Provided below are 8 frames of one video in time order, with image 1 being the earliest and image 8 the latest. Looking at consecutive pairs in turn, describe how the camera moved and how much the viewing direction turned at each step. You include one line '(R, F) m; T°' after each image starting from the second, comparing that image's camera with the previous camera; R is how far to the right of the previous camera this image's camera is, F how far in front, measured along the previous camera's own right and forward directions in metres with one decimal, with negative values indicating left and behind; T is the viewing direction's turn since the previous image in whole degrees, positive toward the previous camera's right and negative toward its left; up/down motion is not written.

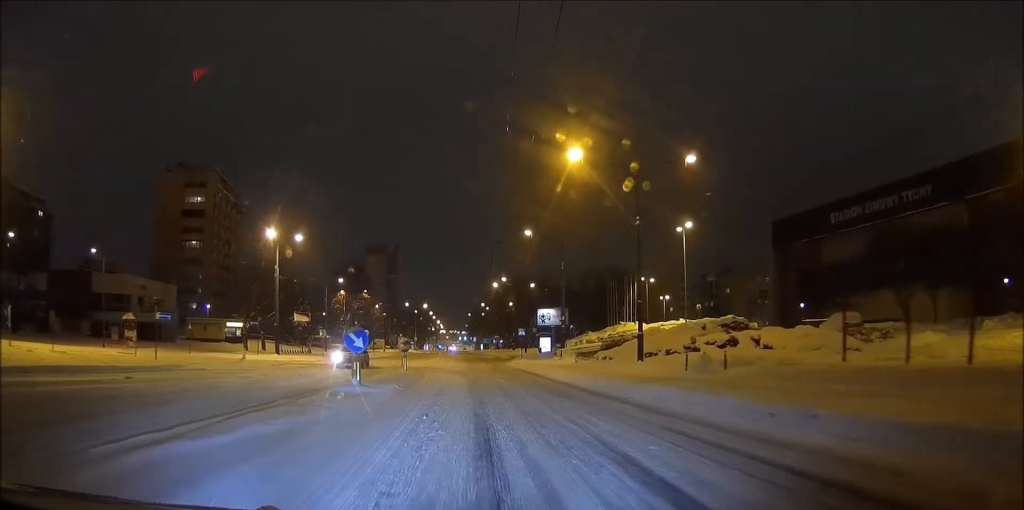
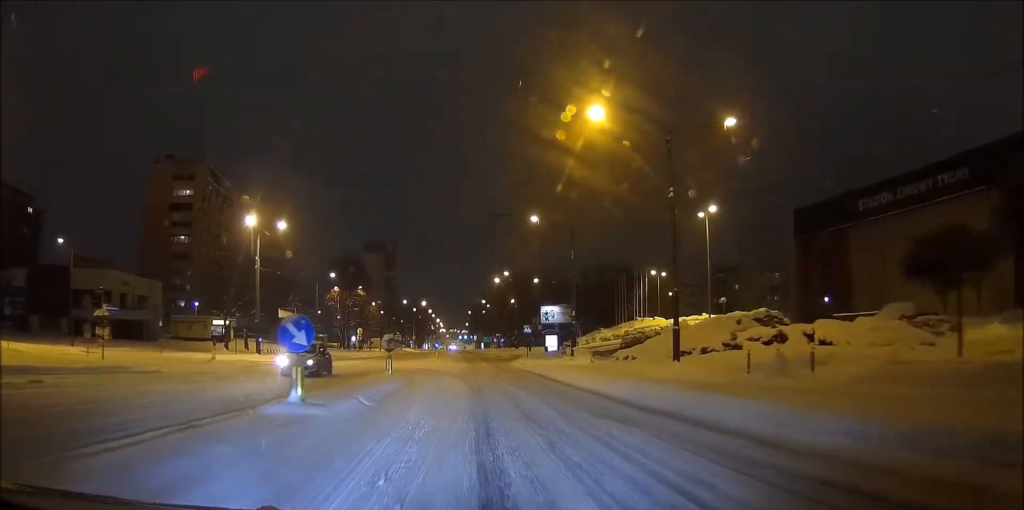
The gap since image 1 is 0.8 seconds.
(+0.1, +6.8) m; +1°
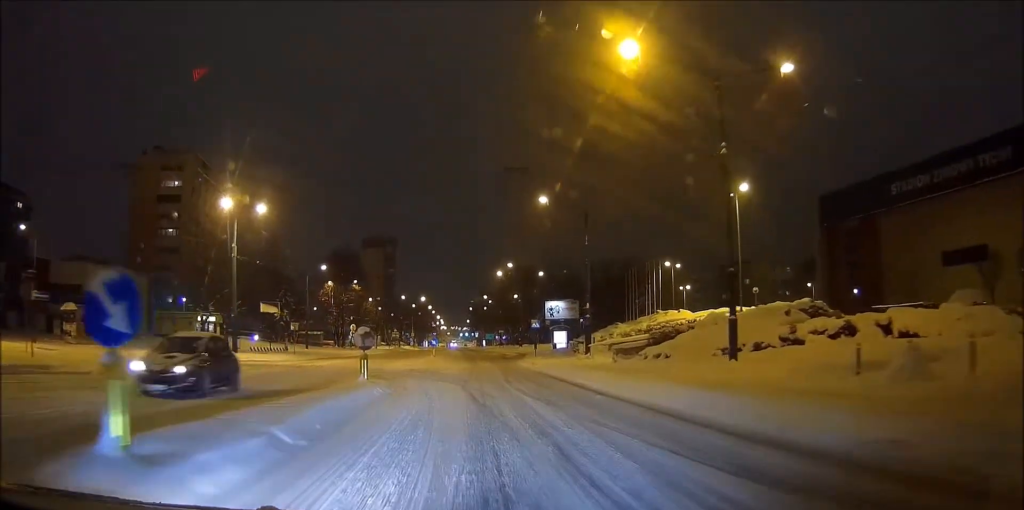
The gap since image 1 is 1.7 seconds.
(0.0, +7.1) m; 0°
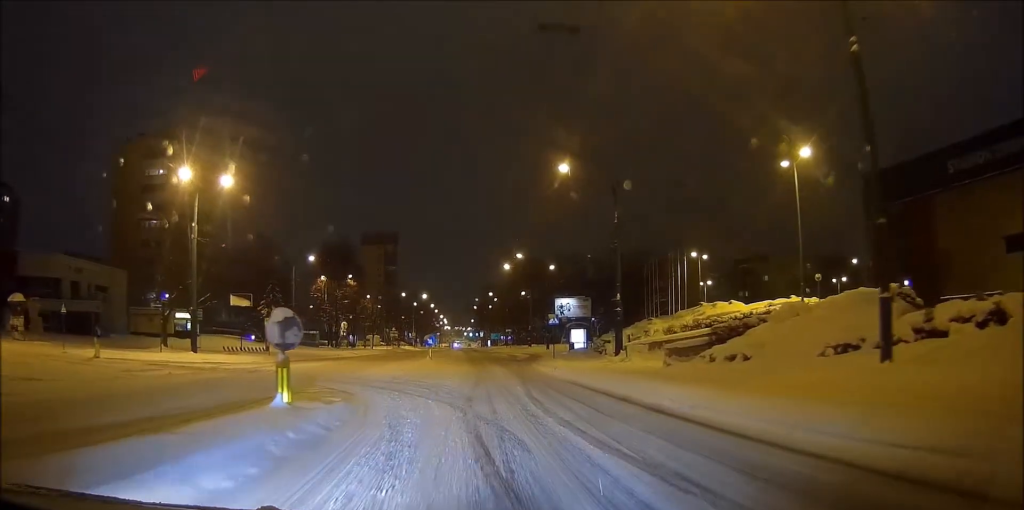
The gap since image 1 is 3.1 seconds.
(+0.2, +9.0) m; +2°
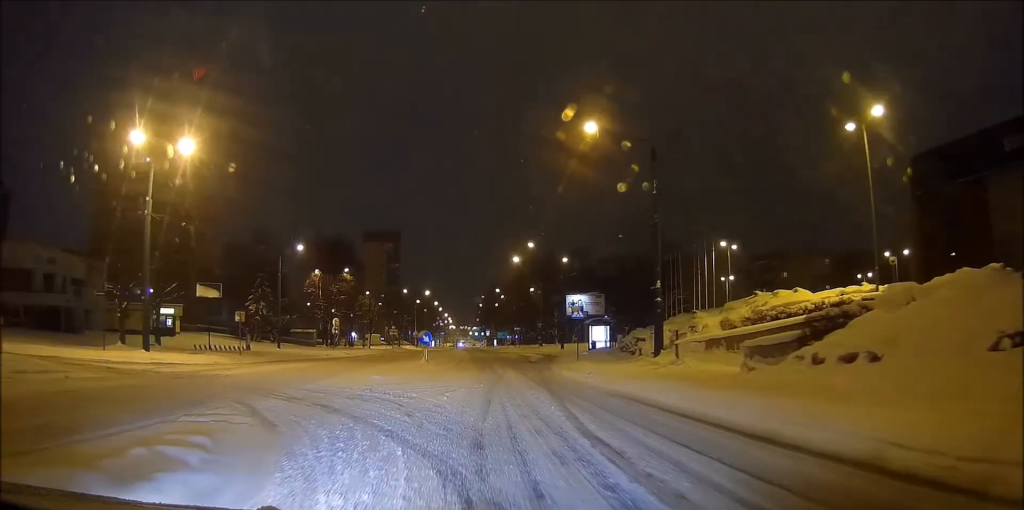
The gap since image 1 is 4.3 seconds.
(+0.1, +7.3) m; +2°
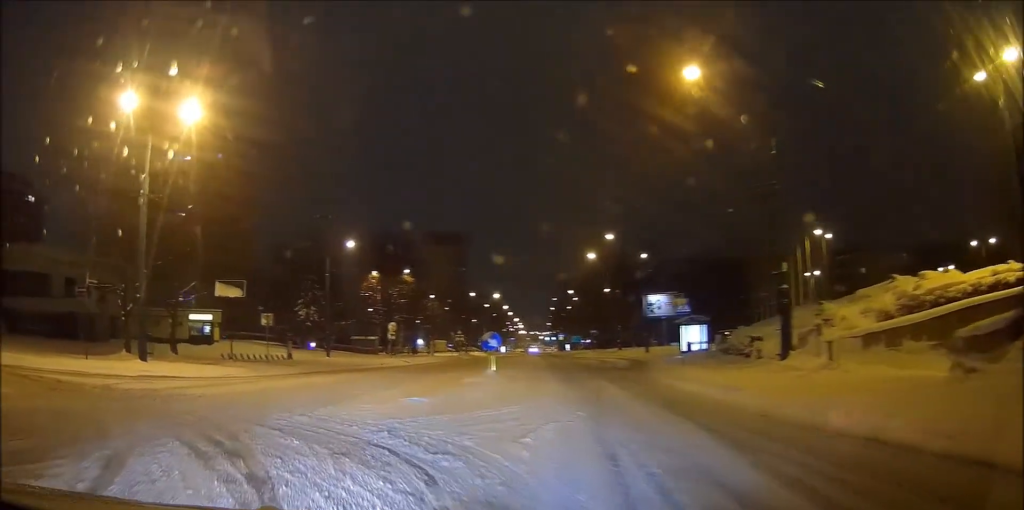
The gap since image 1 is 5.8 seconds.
(0.0, +7.7) m; -14°
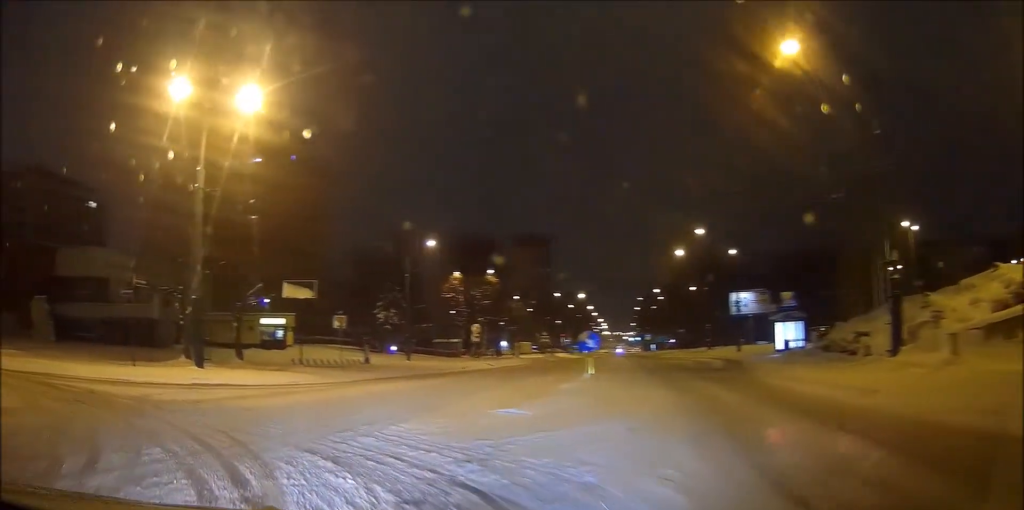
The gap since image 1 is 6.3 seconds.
(-0.6, +2.2) m; -12°
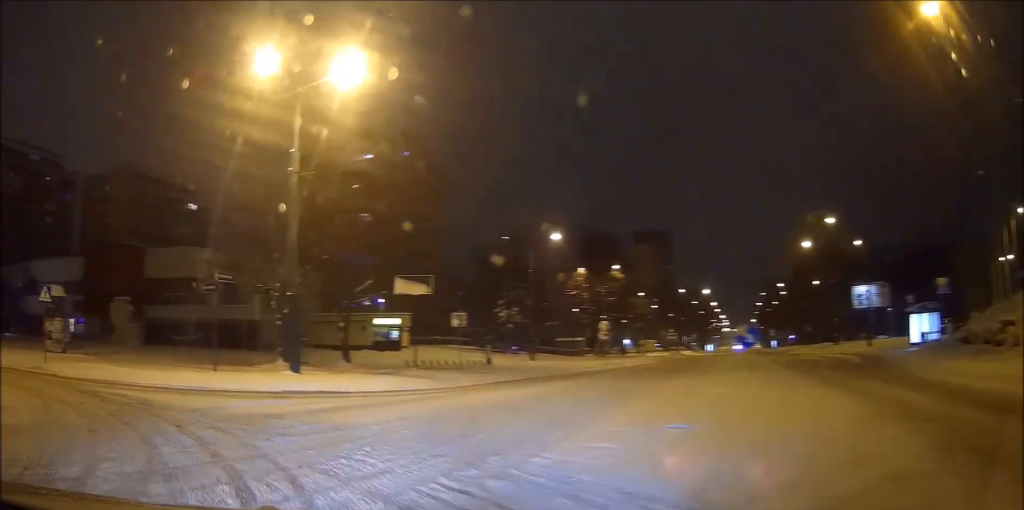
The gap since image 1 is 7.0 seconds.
(-0.4, +2.9) m; -10°
